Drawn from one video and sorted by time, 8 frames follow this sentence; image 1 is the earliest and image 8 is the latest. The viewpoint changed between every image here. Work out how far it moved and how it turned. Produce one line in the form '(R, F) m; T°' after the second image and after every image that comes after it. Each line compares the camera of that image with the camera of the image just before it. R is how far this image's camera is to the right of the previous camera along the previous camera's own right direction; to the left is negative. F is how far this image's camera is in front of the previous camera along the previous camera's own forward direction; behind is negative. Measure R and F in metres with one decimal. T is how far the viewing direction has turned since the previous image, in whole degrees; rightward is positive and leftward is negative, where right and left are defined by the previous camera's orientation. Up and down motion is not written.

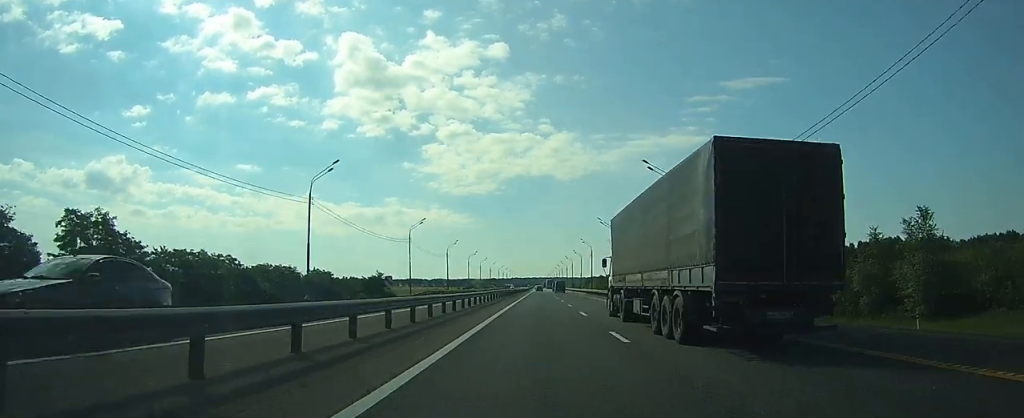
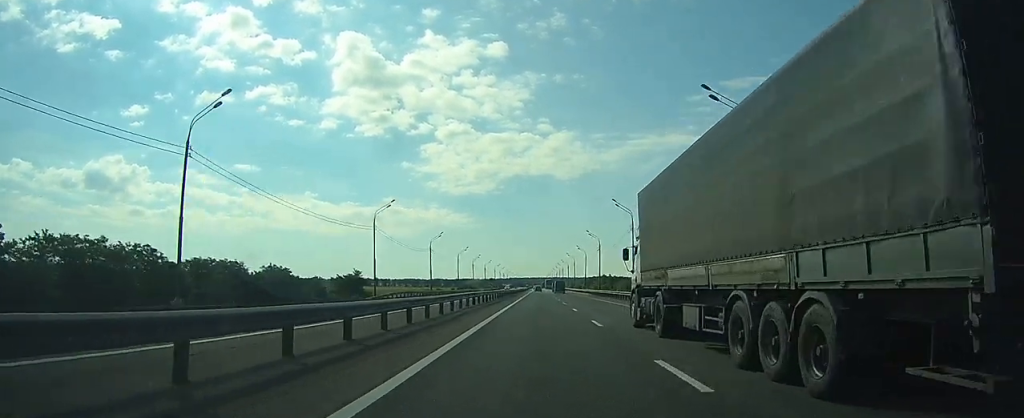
(0.0, +18.2) m; 0°
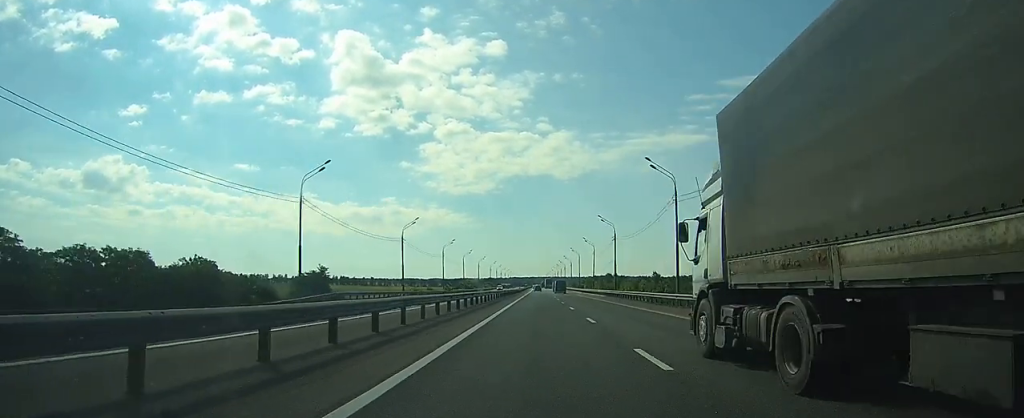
(0.0, +21.7) m; 0°
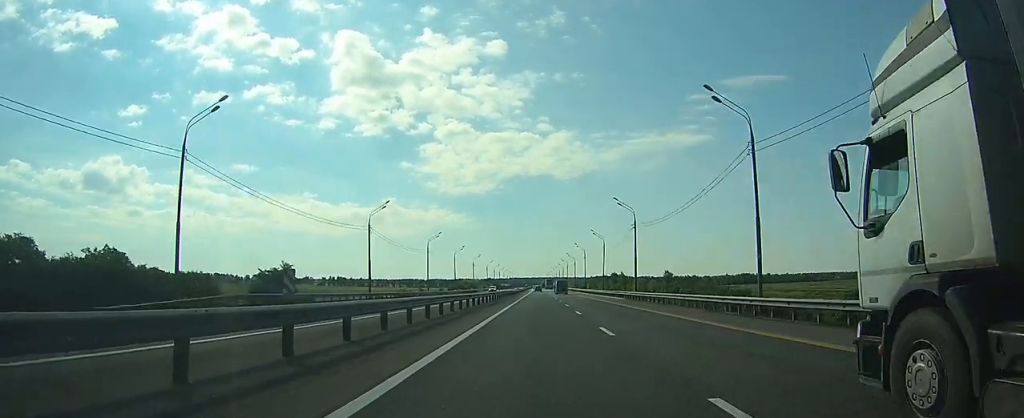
(0.0, +17.1) m; 0°
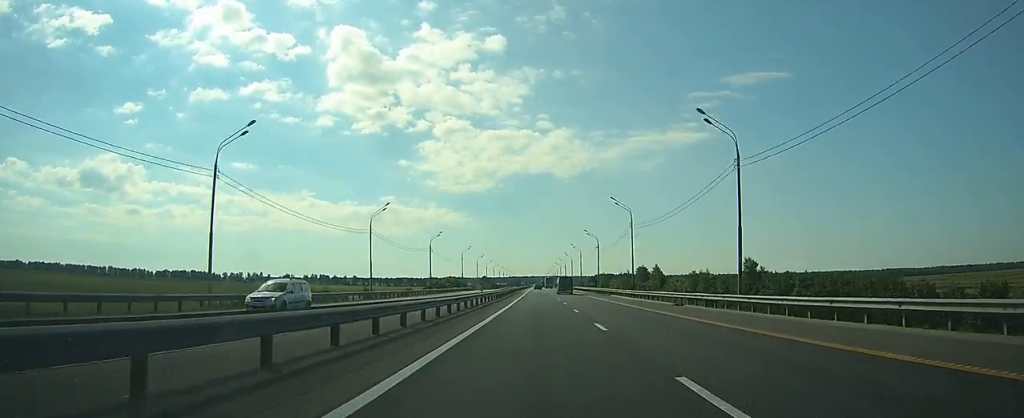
(-0.3, +69.1) m; 0°
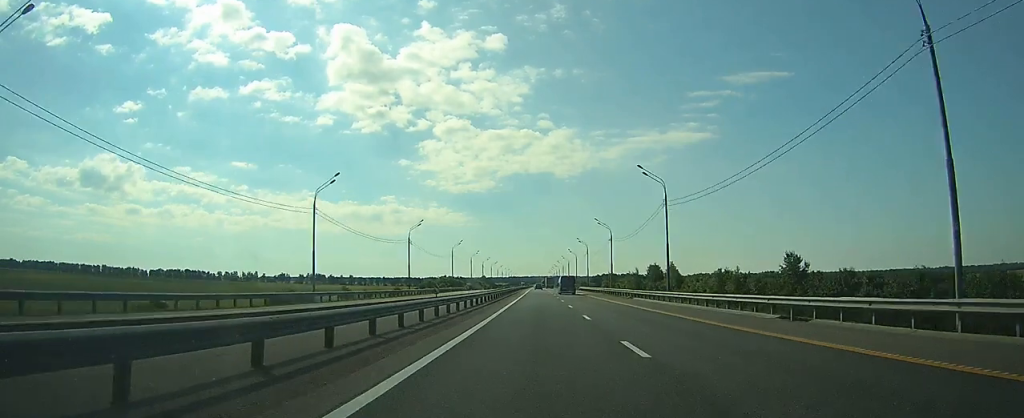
(0.0, +18.0) m; 0°
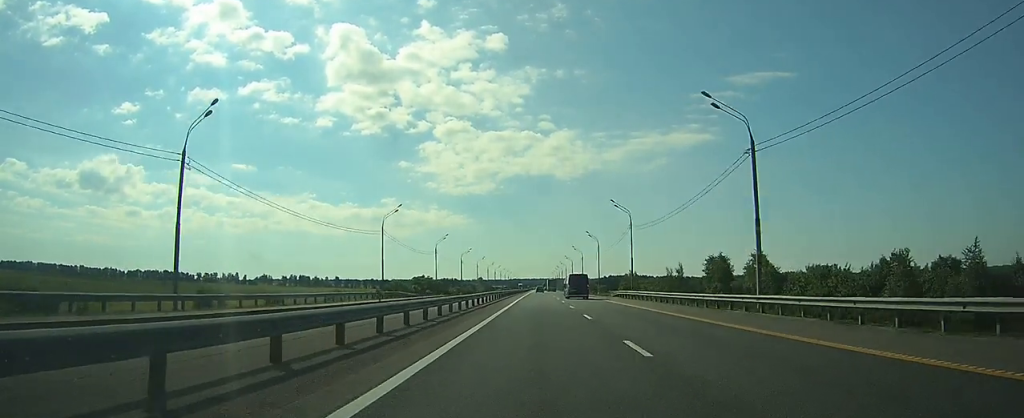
(0.0, +58.6) m; 0°
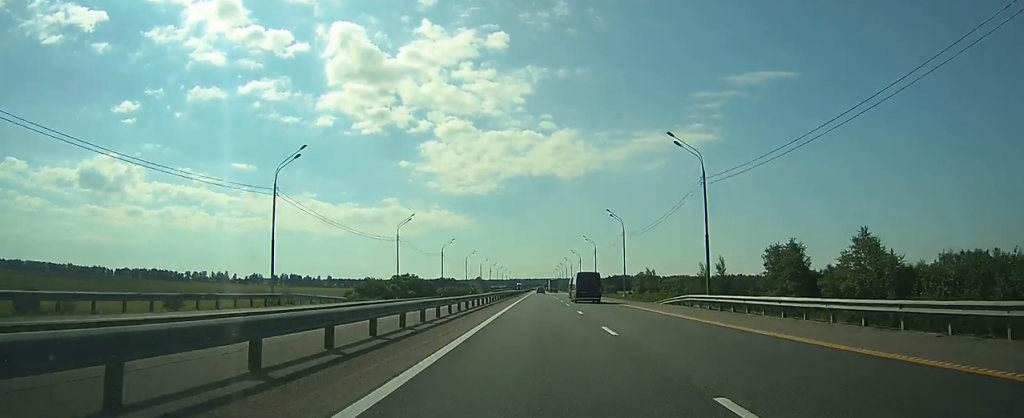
(0.0, +30.4) m; 0°
